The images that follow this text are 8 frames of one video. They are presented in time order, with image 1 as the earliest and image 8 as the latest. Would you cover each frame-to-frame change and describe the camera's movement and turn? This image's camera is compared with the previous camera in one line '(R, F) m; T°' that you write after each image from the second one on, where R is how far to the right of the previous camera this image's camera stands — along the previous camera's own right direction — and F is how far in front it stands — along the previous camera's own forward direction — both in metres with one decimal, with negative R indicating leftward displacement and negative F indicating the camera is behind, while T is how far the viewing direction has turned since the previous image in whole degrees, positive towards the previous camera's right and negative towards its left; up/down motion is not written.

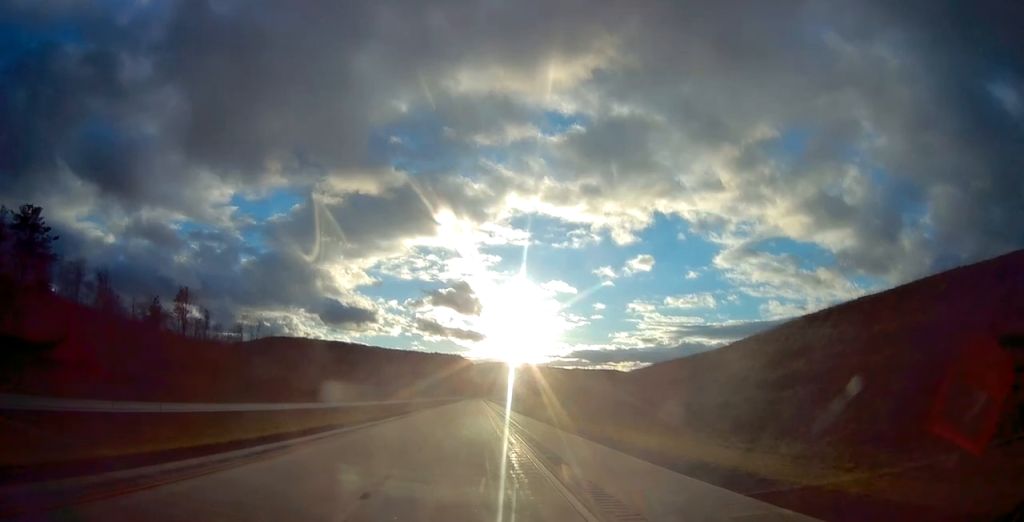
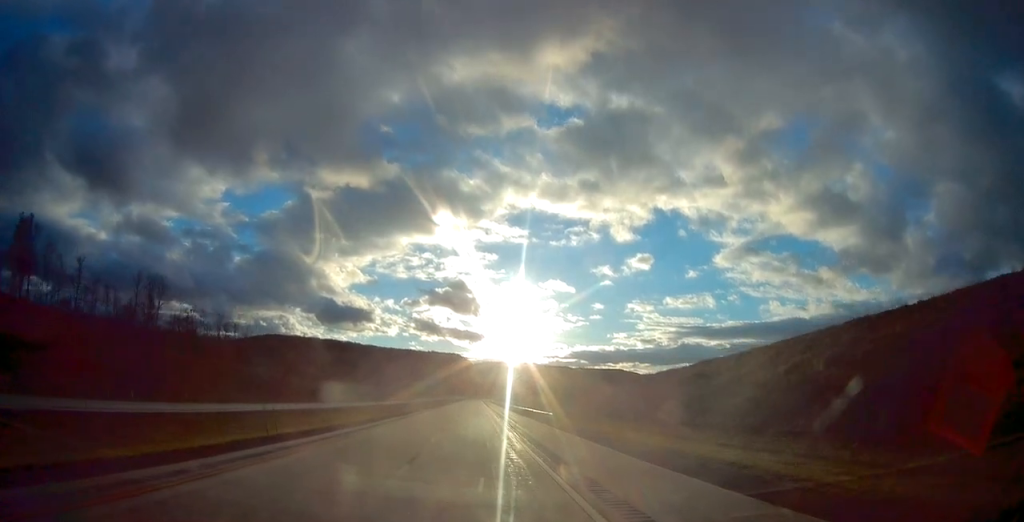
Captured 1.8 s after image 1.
(-0.2, +54.8) m; 0°
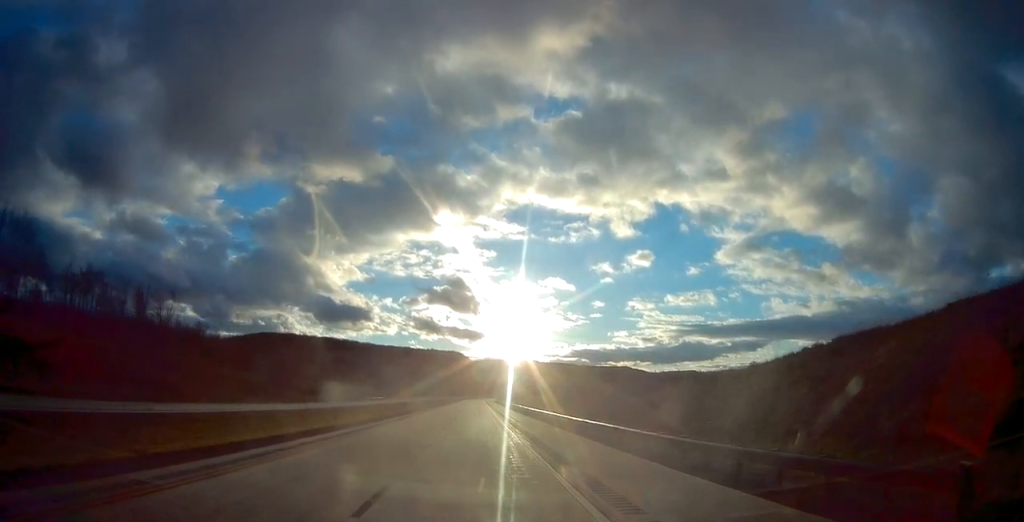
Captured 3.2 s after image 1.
(+0.3, +42.6) m; 0°
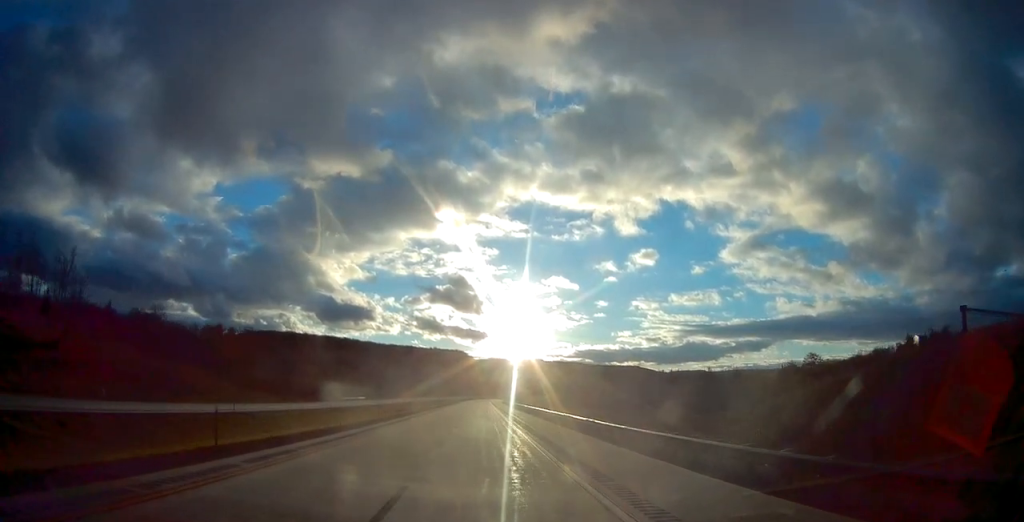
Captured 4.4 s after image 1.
(-0.3, +36.6) m; -1°
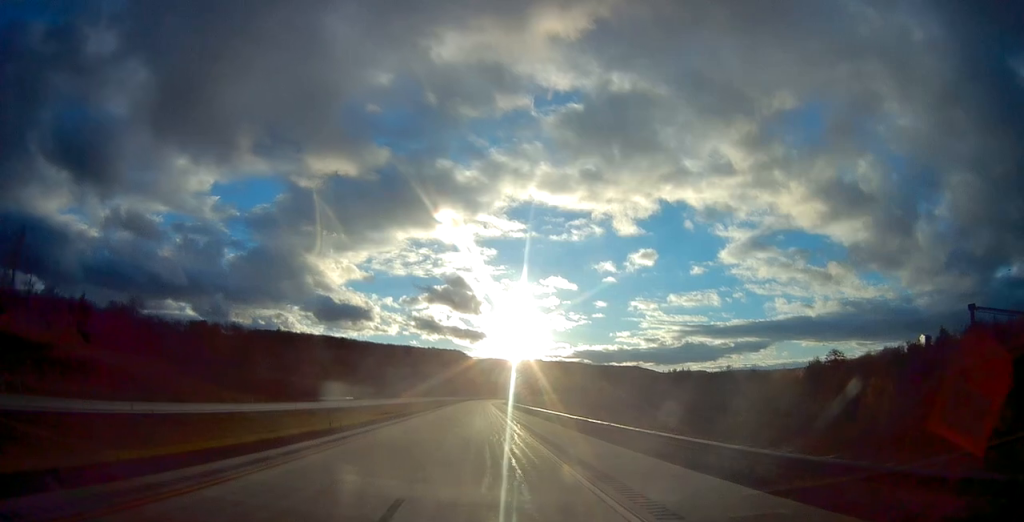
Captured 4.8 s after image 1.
(0.0, +13.2) m; 0°
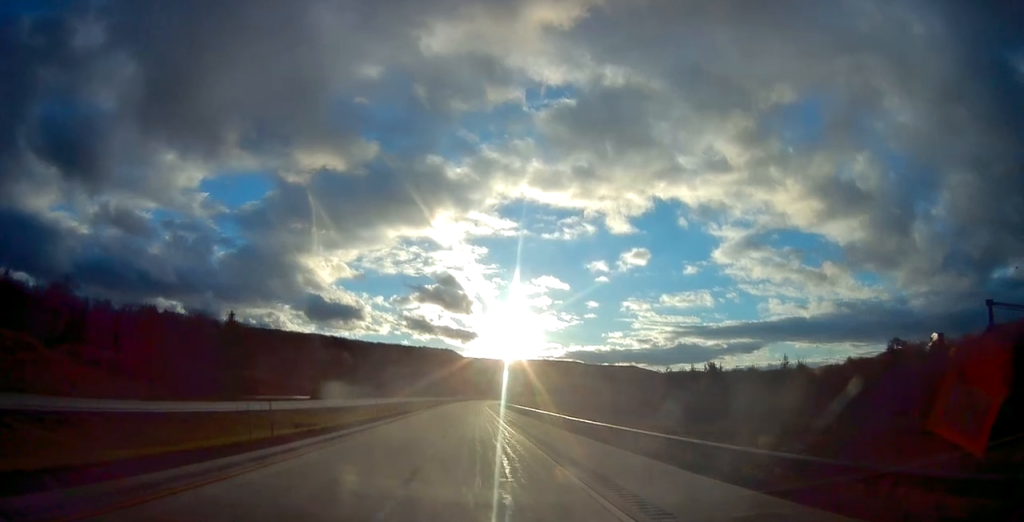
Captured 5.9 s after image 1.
(+0.1, +31.5) m; +1°
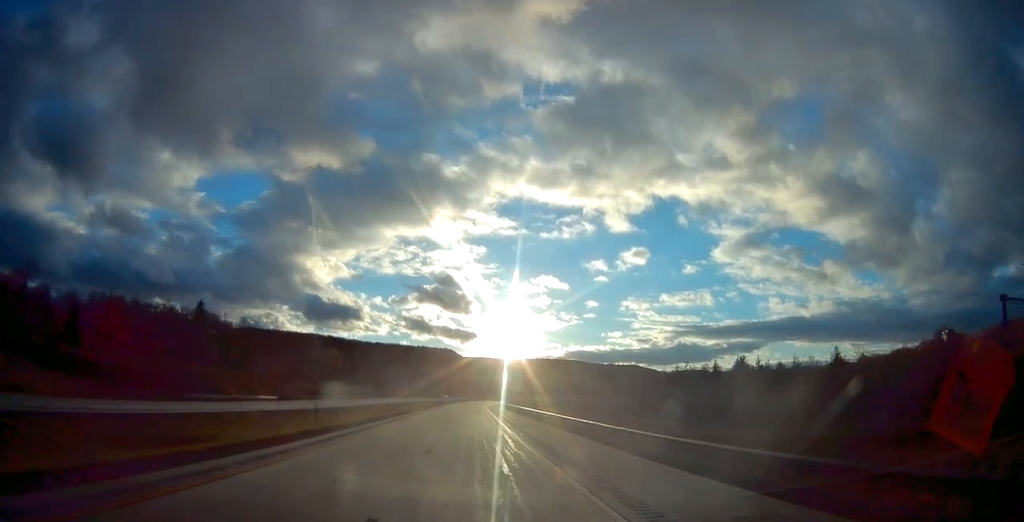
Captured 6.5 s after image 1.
(+0.1, +18.3) m; 0°
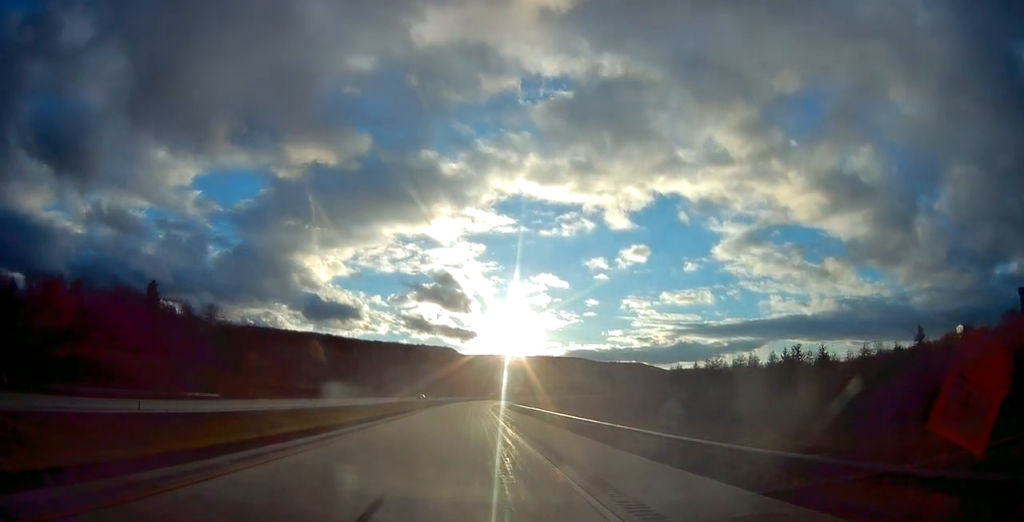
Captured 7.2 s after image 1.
(+0.1, +22.3) m; 0°
